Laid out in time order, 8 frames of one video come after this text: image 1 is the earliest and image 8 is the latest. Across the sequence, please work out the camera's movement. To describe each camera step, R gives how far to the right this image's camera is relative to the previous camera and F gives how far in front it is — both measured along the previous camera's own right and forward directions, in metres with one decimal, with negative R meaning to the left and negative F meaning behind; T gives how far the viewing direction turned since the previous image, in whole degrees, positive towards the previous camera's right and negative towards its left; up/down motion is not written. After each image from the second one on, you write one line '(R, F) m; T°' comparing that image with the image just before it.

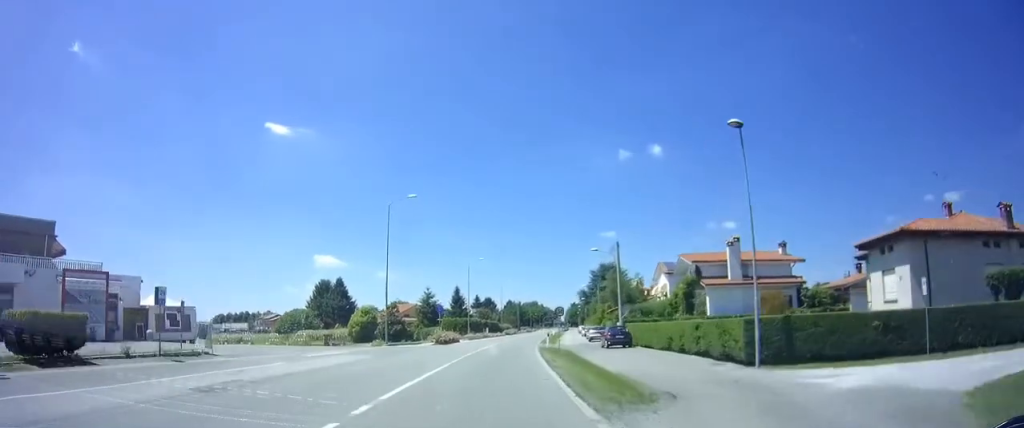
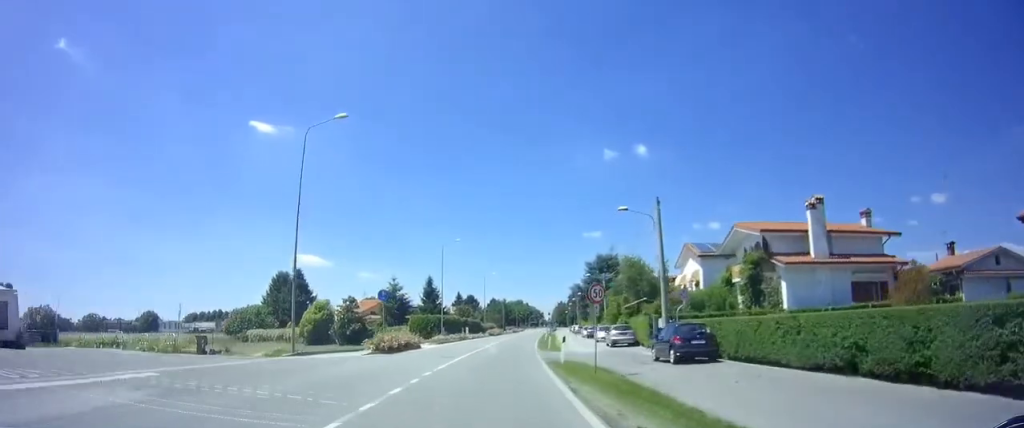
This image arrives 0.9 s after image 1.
(+0.1, +15.3) m; +2°
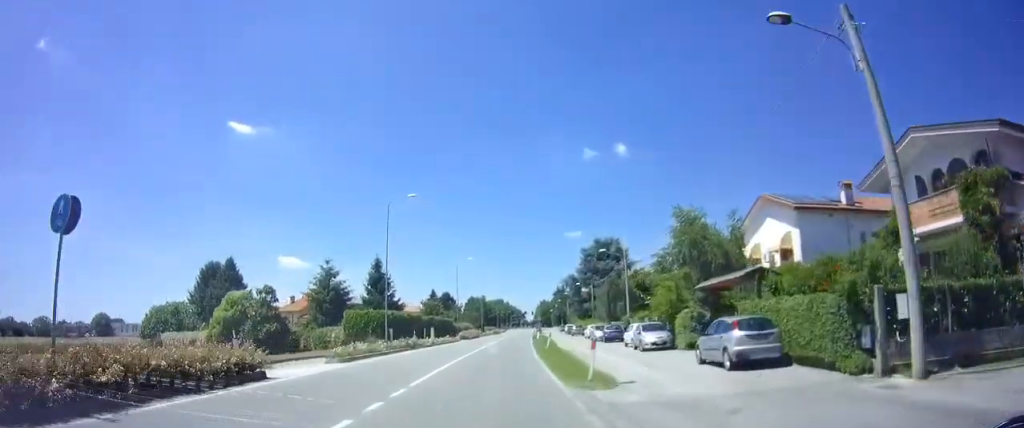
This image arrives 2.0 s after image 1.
(+0.5, +20.4) m; +2°
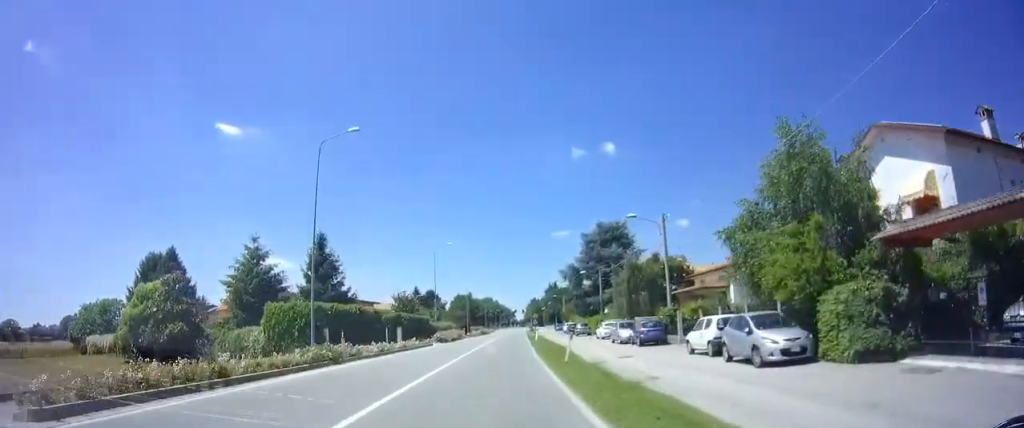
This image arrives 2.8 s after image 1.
(+0.1, +13.2) m; +1°
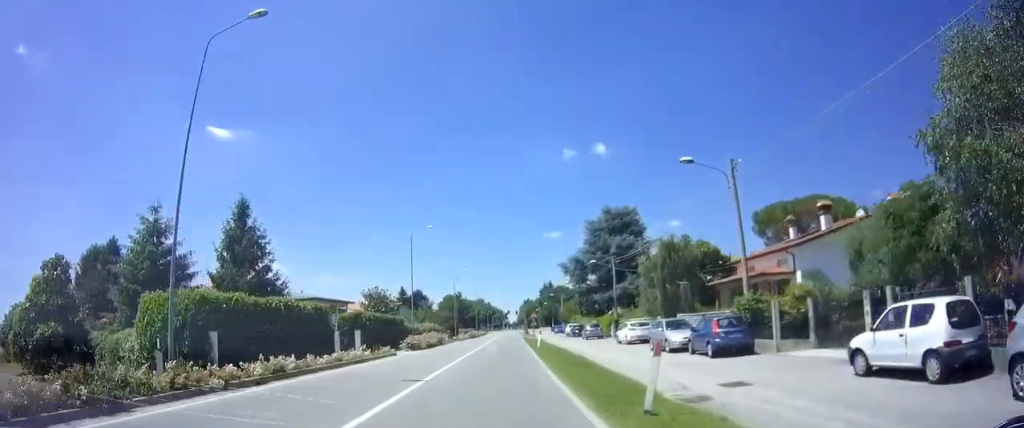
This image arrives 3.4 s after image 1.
(+0.1, +11.0) m; +1°
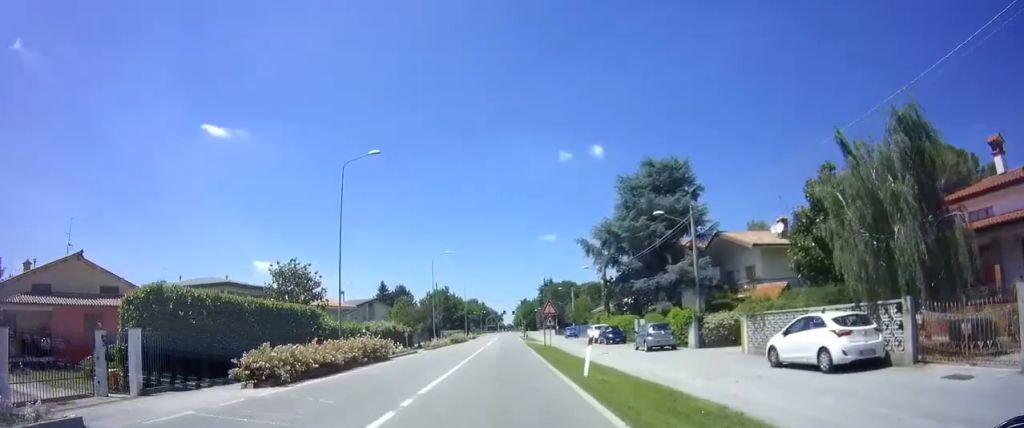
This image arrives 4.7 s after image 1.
(+0.4, +22.5) m; +1°
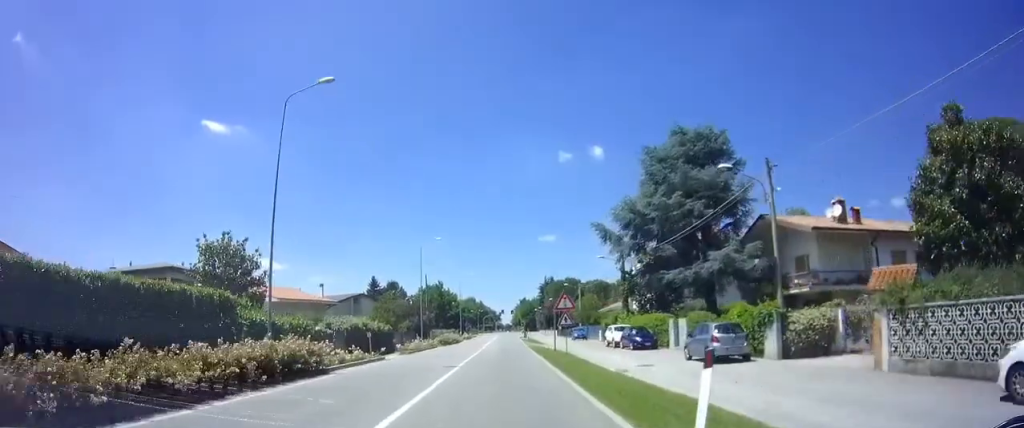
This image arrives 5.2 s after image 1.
(0.0, +8.1) m; 0°
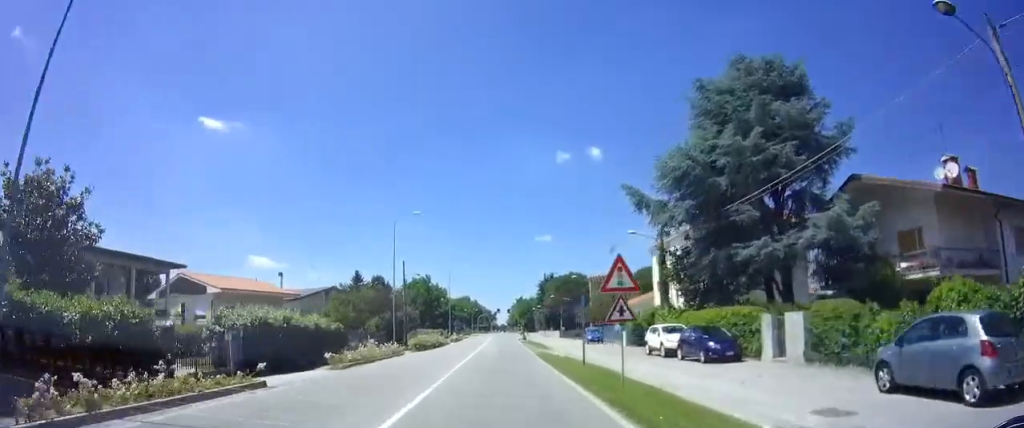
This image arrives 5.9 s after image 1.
(0.0, +12.0) m; 0°
